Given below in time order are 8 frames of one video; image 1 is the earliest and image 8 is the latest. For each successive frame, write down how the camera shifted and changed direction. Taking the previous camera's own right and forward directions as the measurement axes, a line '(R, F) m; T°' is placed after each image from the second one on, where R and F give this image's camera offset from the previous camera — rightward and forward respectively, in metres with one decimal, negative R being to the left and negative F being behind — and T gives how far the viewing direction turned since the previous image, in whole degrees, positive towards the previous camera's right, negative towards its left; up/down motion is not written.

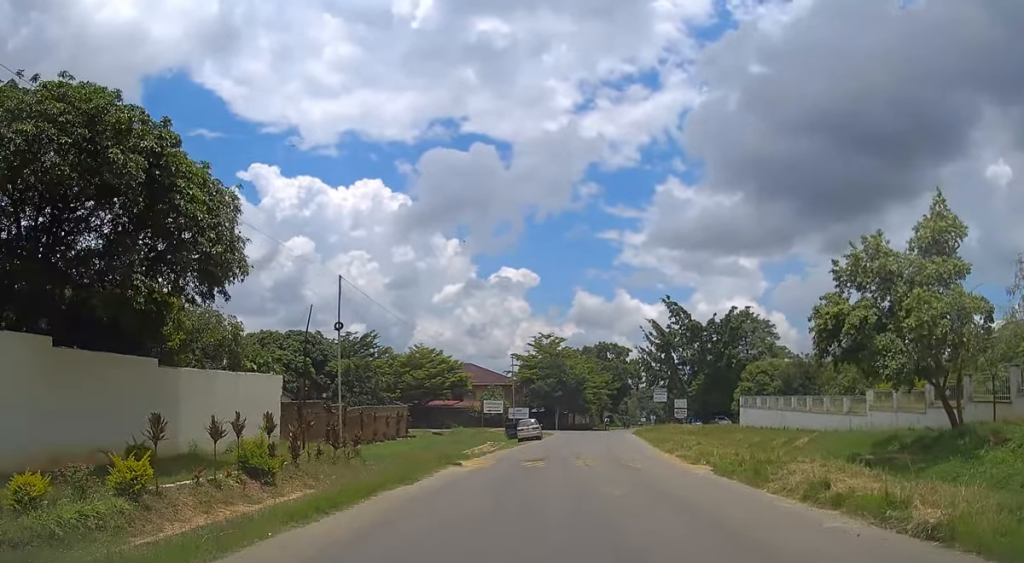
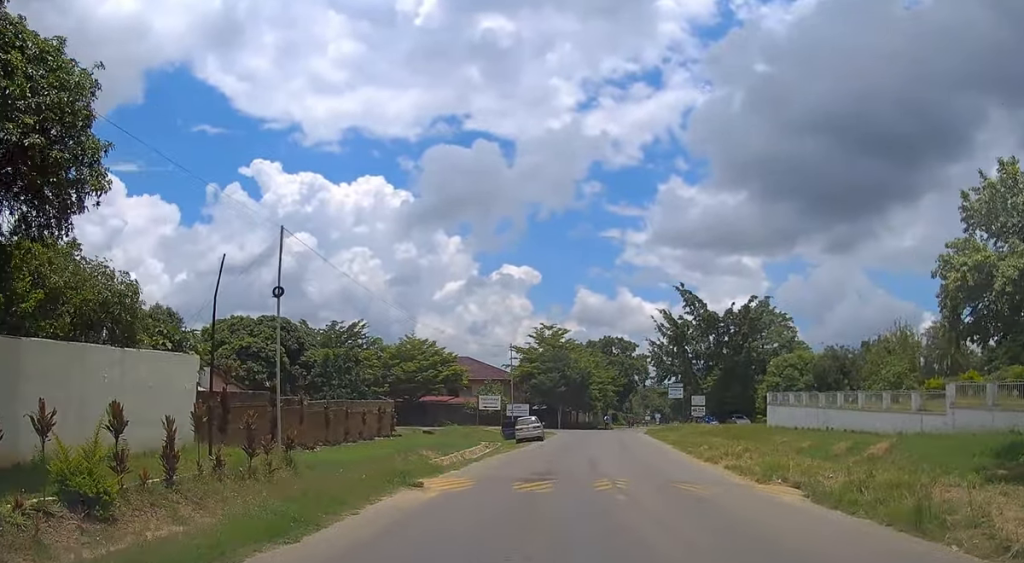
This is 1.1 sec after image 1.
(0.0, +7.9) m; -1°
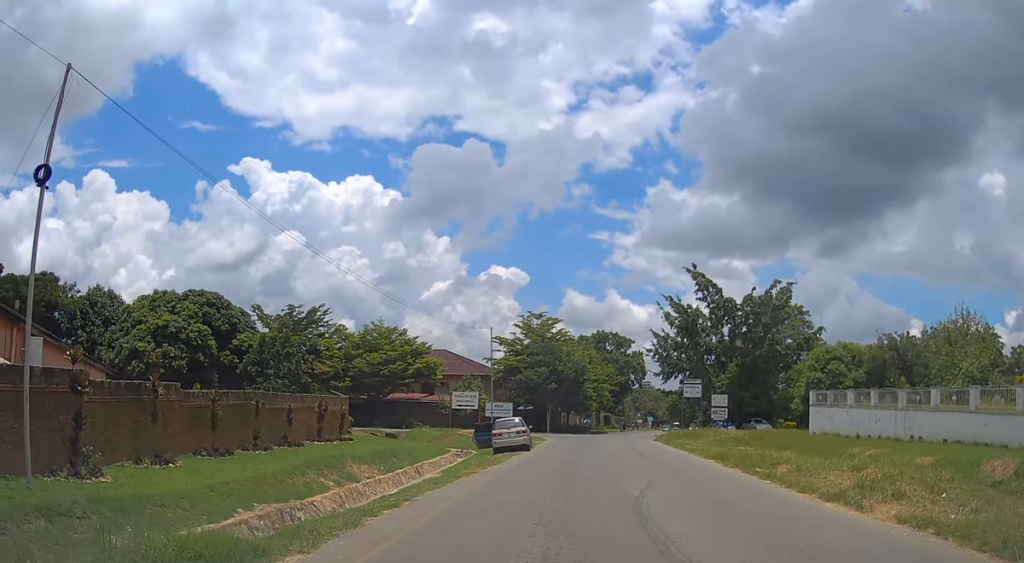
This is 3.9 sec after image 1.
(-0.1, +13.7) m; 0°
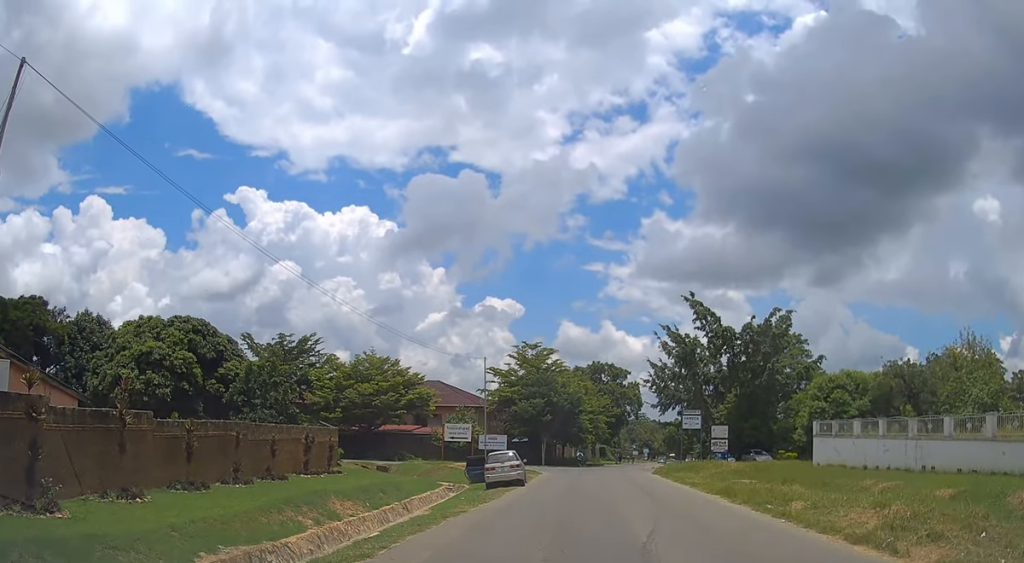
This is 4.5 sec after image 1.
(0.0, +1.8) m; 0°
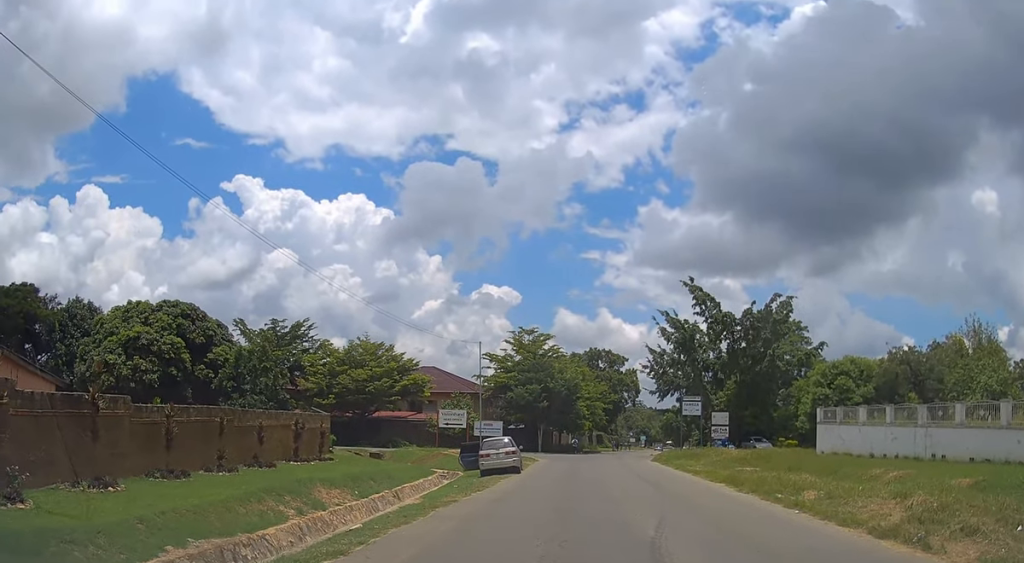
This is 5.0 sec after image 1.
(0.0, +1.1) m; 0°
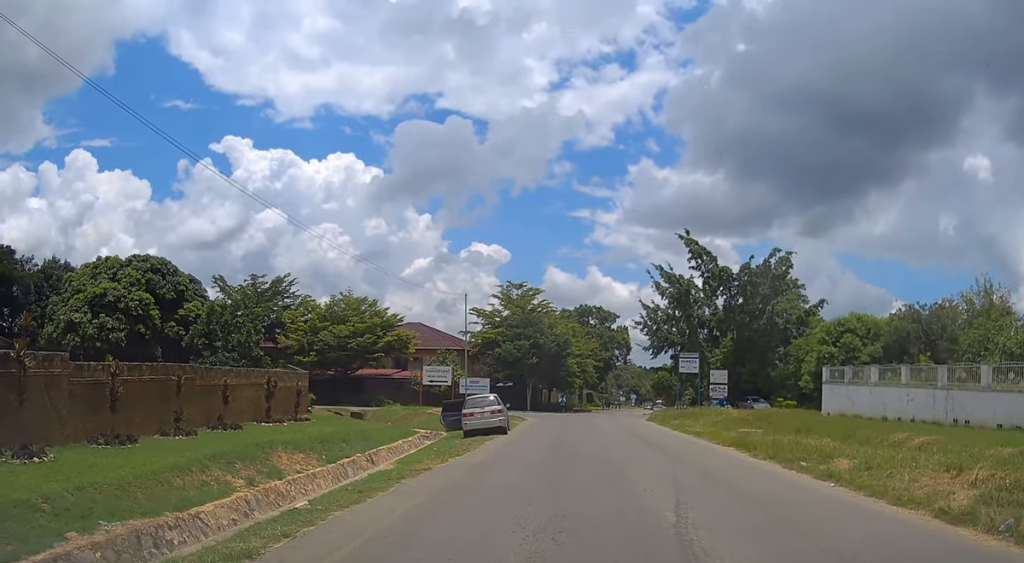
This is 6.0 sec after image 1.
(0.0, +2.3) m; +4°
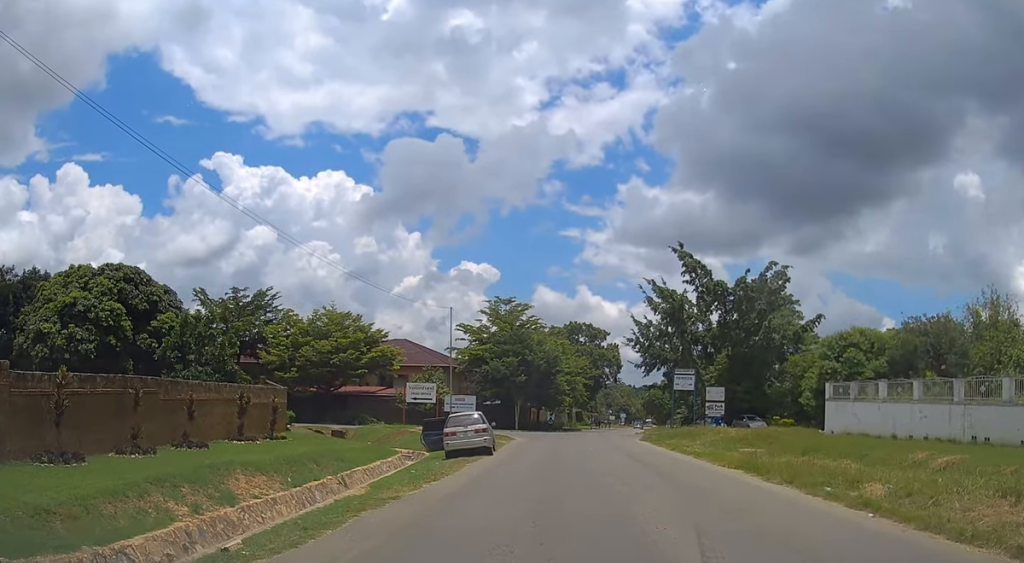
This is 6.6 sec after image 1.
(0.0, +1.7) m; +2°
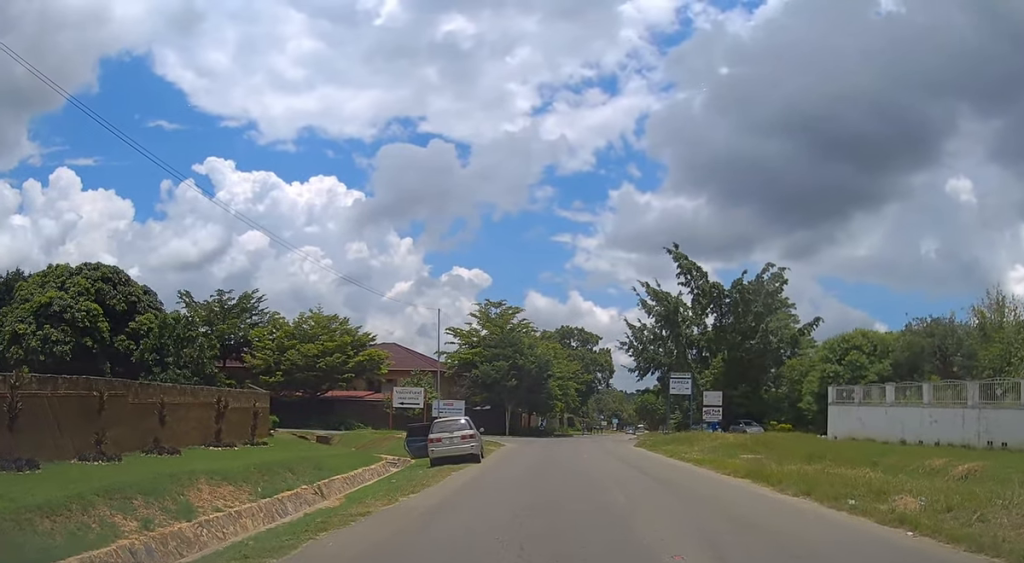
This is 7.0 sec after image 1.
(+0.1, +1.3) m; 0°
